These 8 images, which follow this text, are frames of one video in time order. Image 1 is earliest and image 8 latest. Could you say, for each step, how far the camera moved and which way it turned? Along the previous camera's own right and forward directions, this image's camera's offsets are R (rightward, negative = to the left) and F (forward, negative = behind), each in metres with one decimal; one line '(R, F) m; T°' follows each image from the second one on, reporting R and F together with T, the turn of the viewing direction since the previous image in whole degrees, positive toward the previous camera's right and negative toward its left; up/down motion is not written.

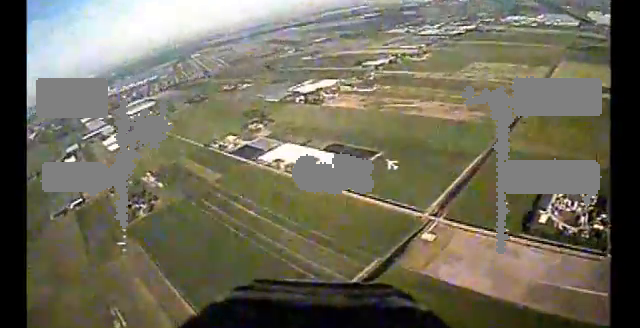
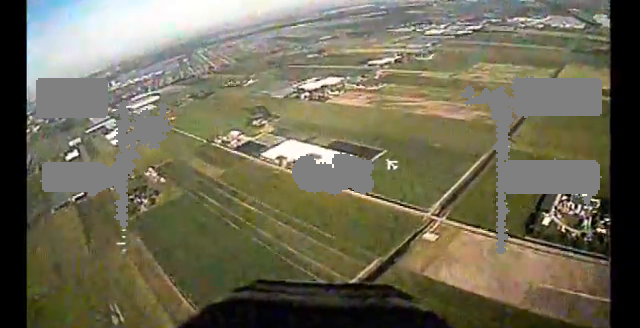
(0.0, +6.8) m; 0°
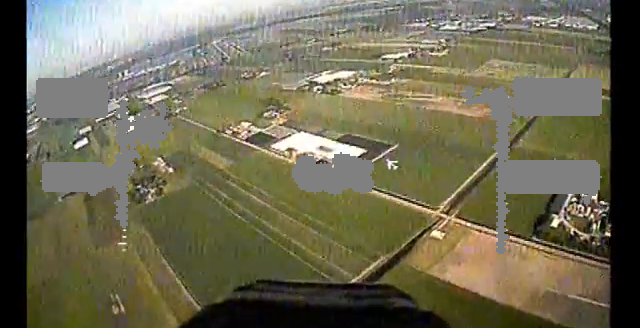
(0.0, +10.5) m; -2°
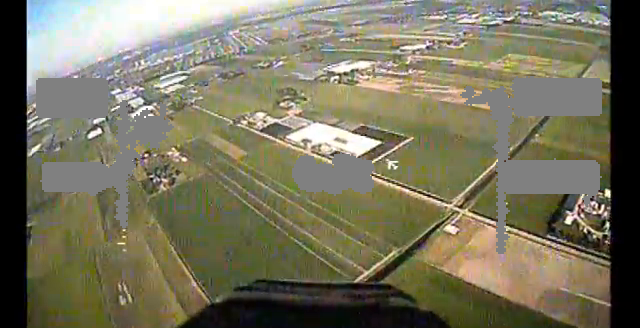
(-0.3, +10.2) m; -2°
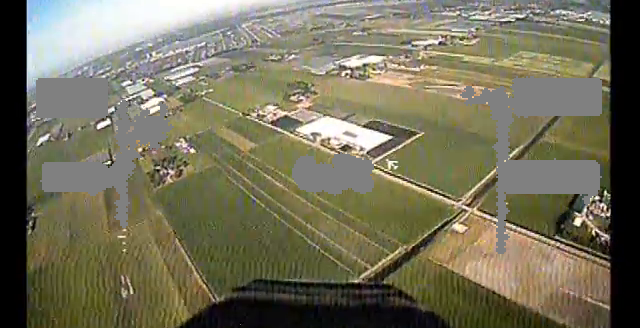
(-0.2, +6.4) m; -1°
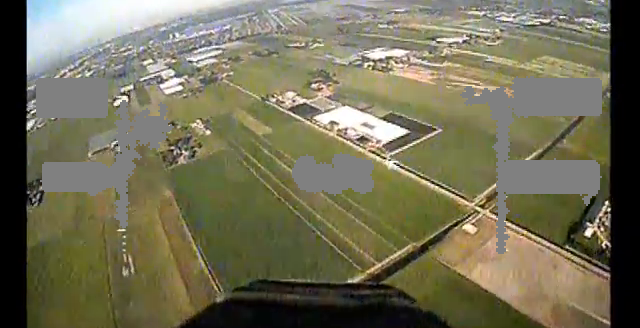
(0.0, +16.2) m; 0°
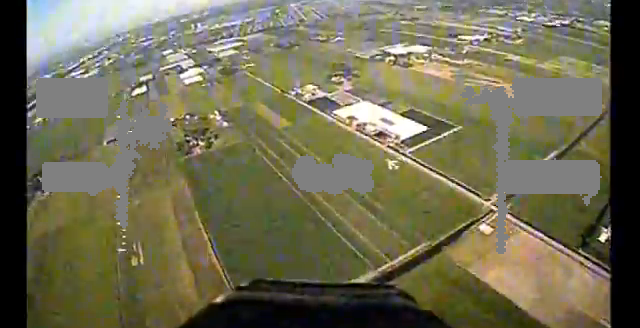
(0.0, +8.8) m; 0°
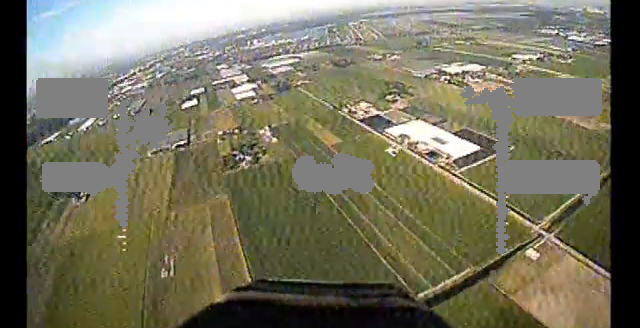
(-4.2, +28.6) m; -19°
